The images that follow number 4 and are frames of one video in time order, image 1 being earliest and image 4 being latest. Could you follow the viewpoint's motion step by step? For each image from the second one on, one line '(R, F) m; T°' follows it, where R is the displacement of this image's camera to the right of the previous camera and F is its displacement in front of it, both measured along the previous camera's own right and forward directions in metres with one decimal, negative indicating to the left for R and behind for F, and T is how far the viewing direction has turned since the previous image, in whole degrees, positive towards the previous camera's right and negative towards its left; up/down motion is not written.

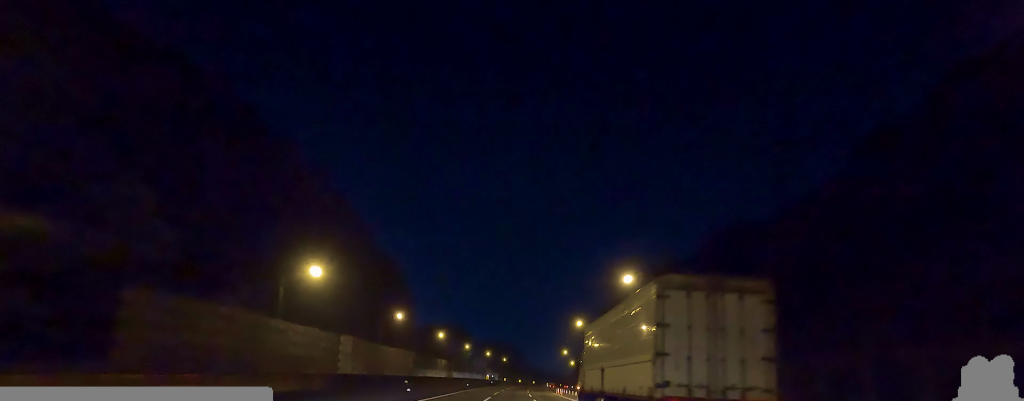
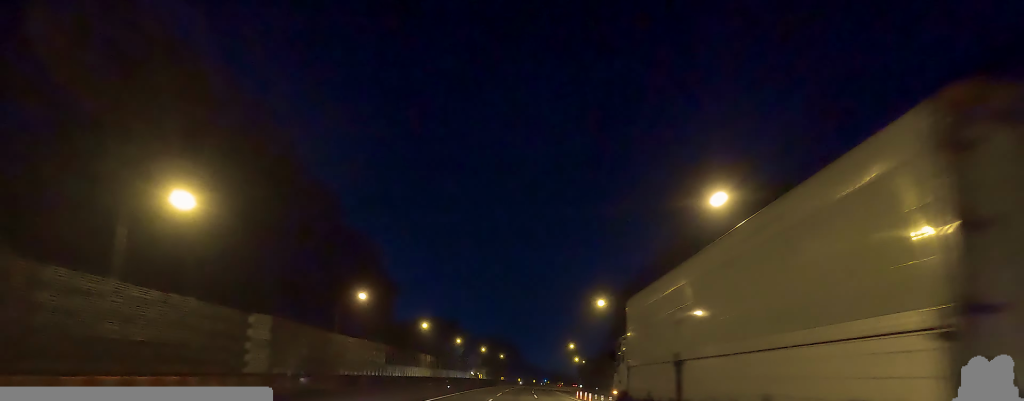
(0.0, +23.3) m; -2°
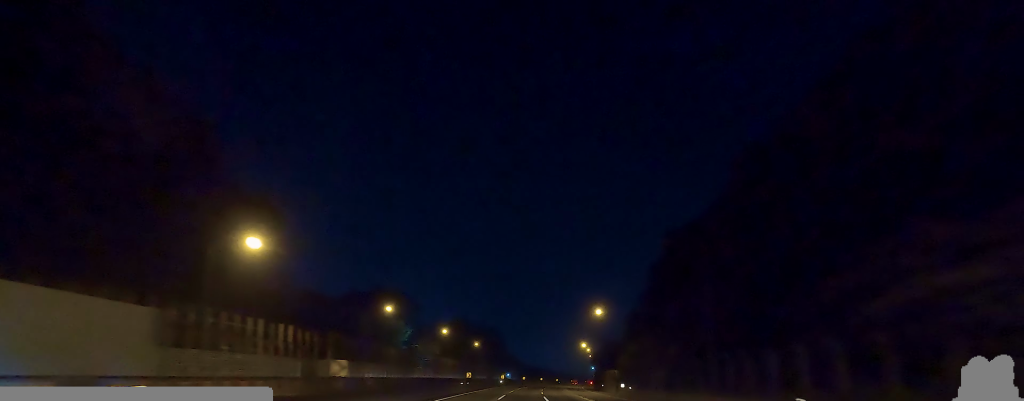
(+1.1, +70.6) m; +6°
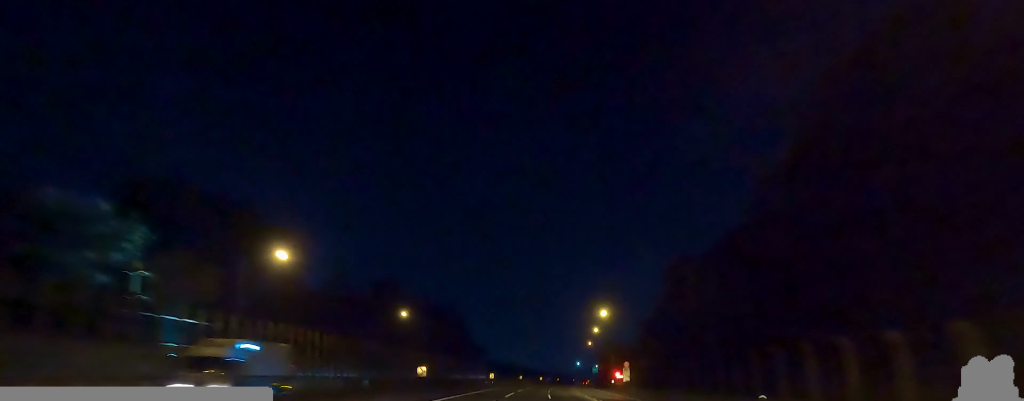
(+1.3, +75.5) m; 0°
